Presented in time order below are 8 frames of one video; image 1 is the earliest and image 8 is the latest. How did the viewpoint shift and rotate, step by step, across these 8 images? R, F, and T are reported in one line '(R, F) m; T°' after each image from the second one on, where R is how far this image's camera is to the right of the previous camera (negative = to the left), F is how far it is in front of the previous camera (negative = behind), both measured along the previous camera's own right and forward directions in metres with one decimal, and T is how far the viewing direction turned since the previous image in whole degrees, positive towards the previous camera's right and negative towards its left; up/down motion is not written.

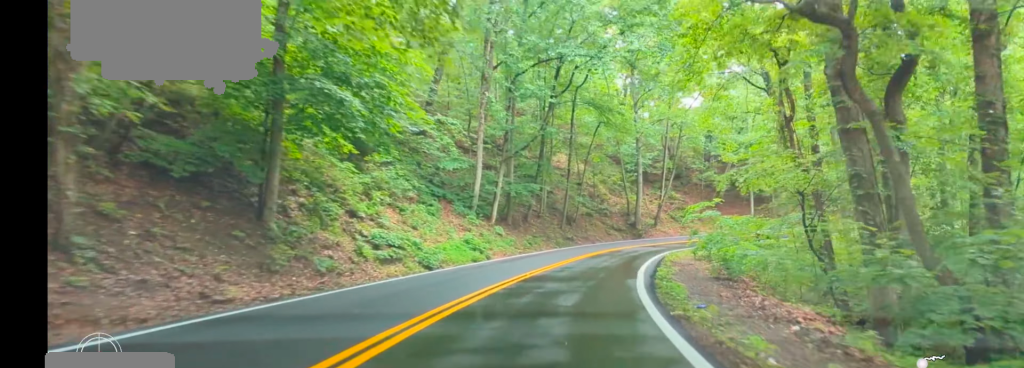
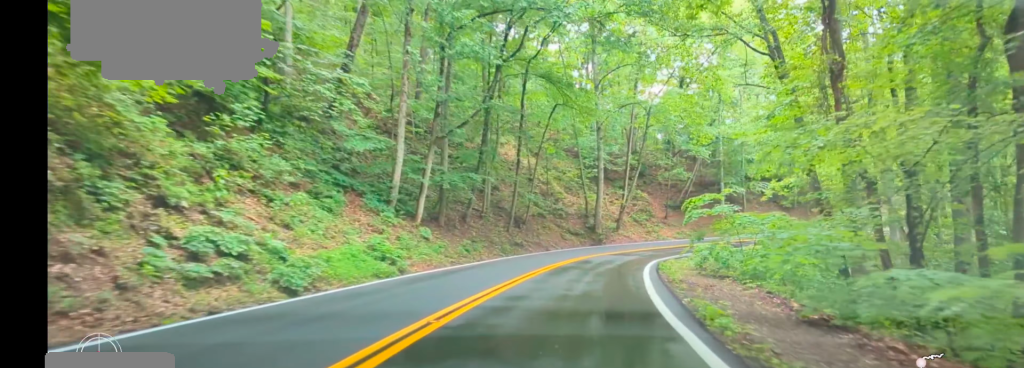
(+0.3, +9.9) m; +3°
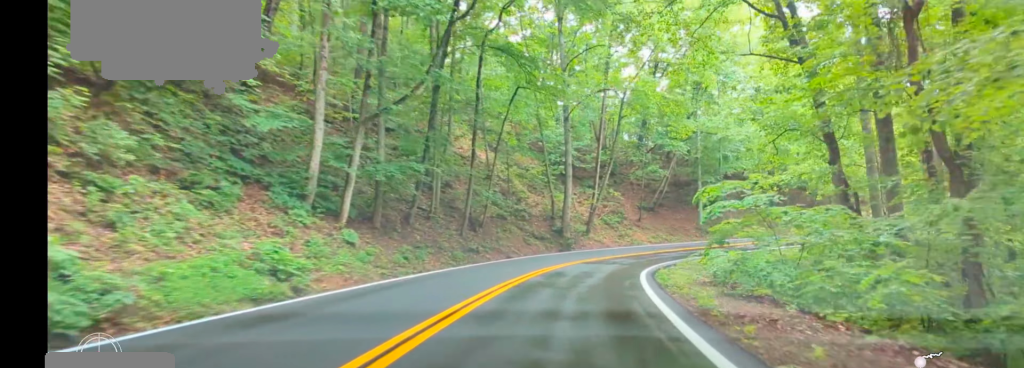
(+0.2, +6.7) m; +2°
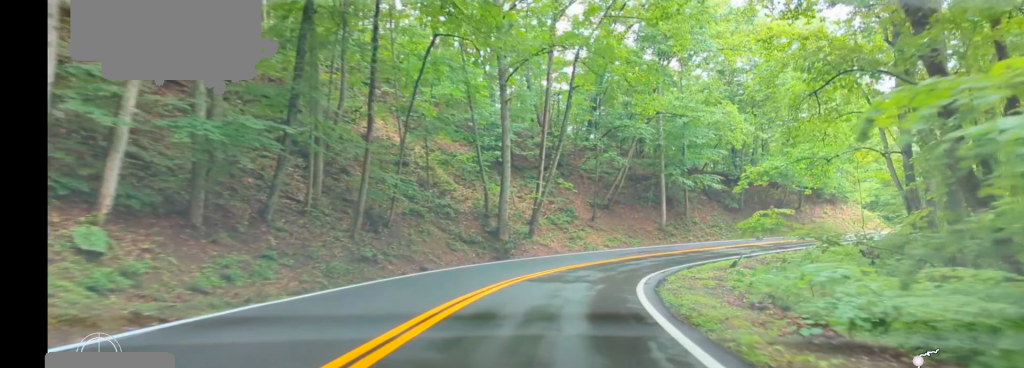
(+0.1, +10.7) m; +4°
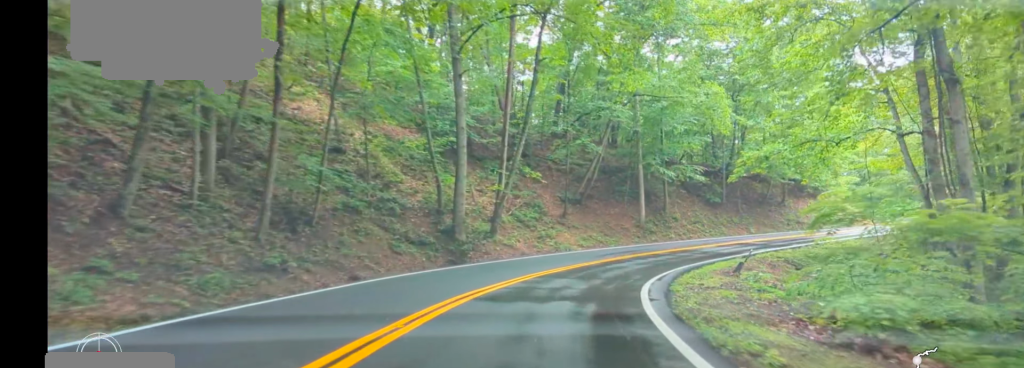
(0.0, +6.2) m; +4°
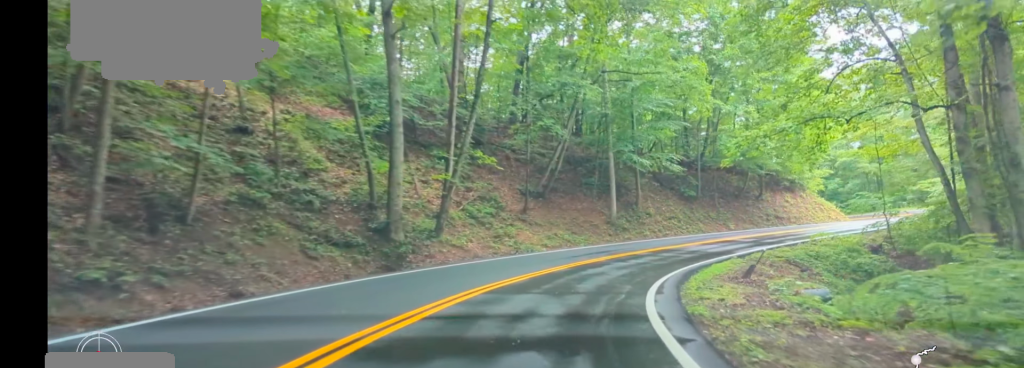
(+0.3, +5.2) m; +4°
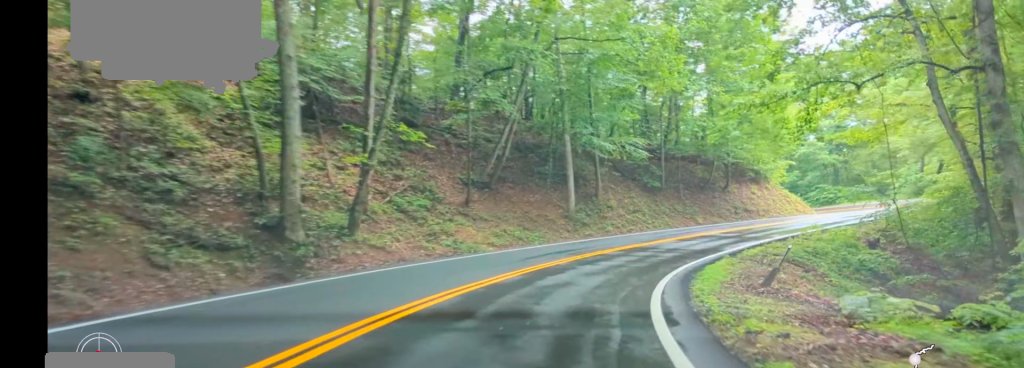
(+0.2, +6.1) m; +5°
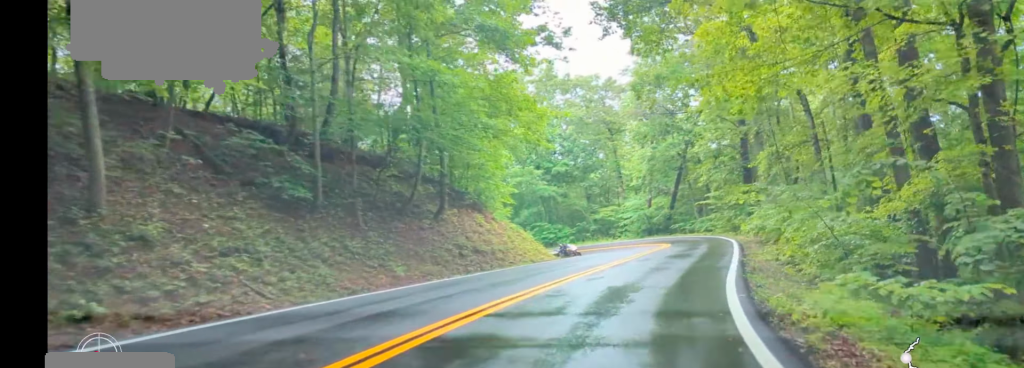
(+4.8, +24.7) m; +25°
